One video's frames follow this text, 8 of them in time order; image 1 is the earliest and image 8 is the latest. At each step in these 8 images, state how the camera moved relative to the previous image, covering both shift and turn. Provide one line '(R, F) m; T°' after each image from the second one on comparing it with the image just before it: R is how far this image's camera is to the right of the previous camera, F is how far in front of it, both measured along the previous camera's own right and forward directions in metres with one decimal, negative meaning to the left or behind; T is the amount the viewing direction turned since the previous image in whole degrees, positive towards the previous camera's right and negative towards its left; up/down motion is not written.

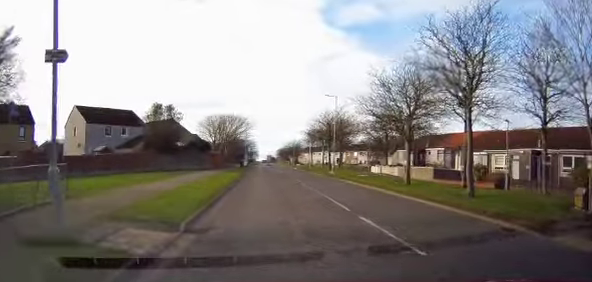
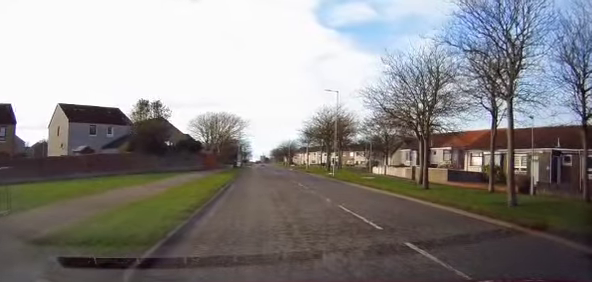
(+0.3, +3.3) m; +4°
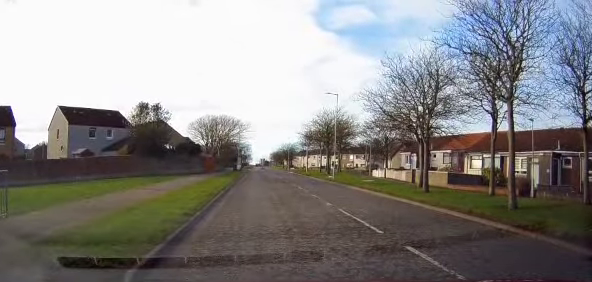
(0.0, +0.2) m; 0°
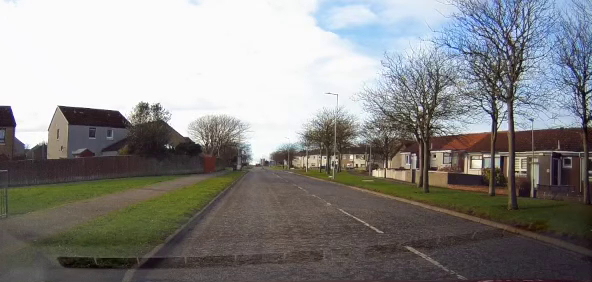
(0.0, 0.0) m; 0°
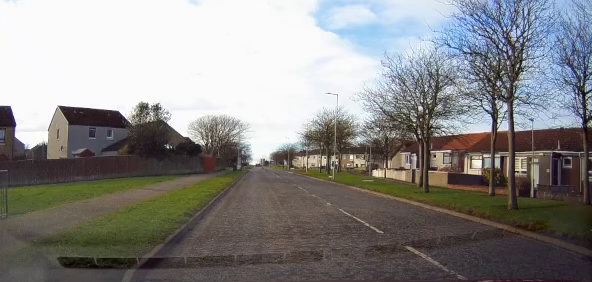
(0.0, 0.0) m; 0°
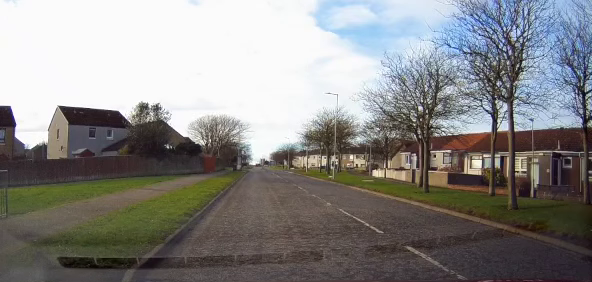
(0.0, 0.0) m; 0°
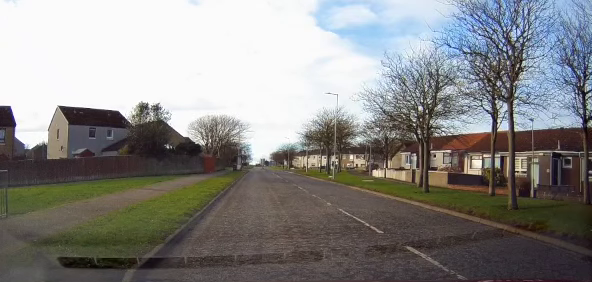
(0.0, 0.0) m; 0°
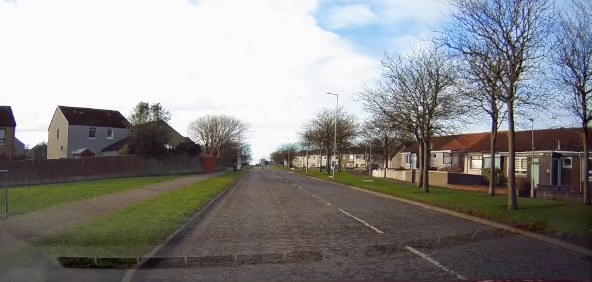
(0.0, 0.0) m; 0°
